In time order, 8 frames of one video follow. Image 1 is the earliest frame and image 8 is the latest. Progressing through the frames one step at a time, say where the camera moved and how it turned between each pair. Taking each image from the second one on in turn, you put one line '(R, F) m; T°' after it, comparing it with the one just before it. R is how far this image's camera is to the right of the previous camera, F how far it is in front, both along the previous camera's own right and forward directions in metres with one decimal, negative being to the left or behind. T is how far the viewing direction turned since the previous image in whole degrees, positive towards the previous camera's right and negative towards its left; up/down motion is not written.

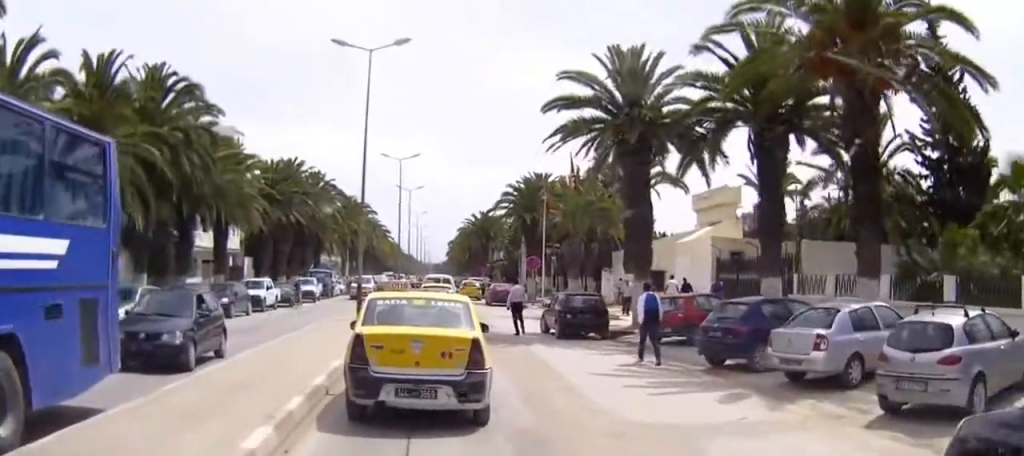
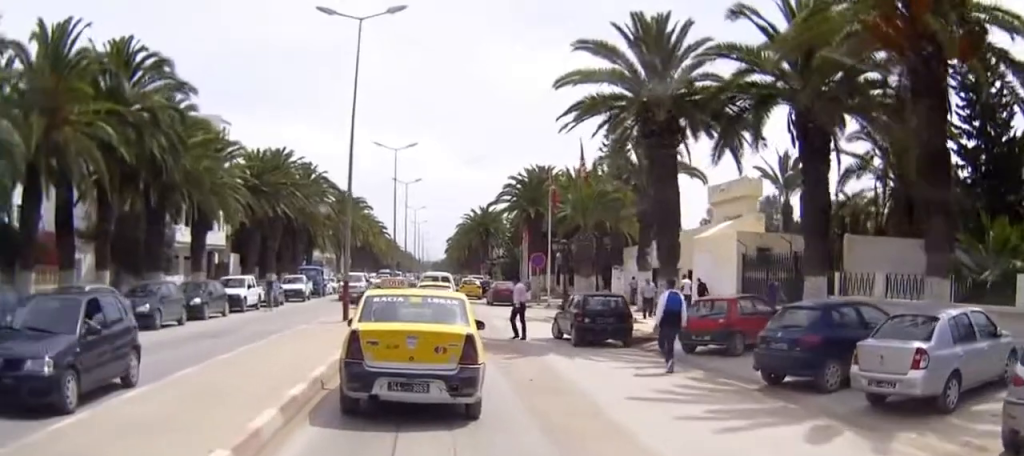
(0.0, +3.0) m; 0°
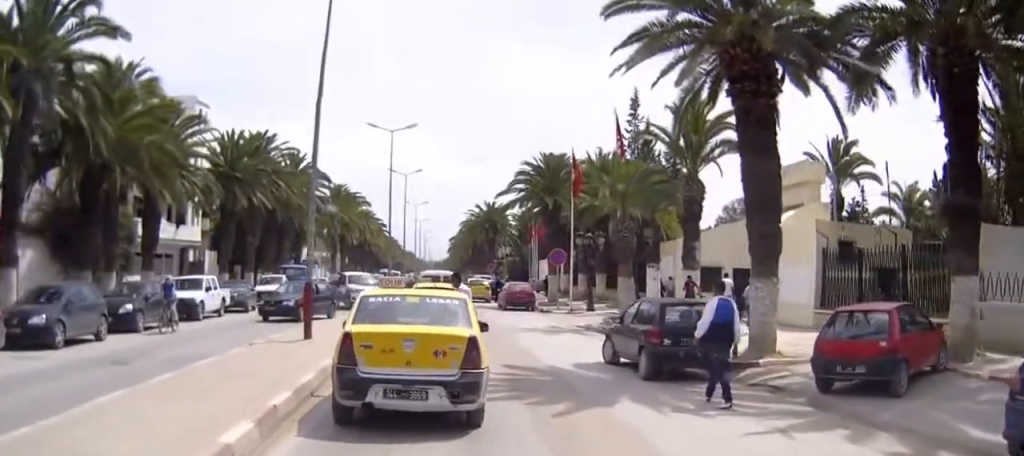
(0.0, +6.3) m; 0°
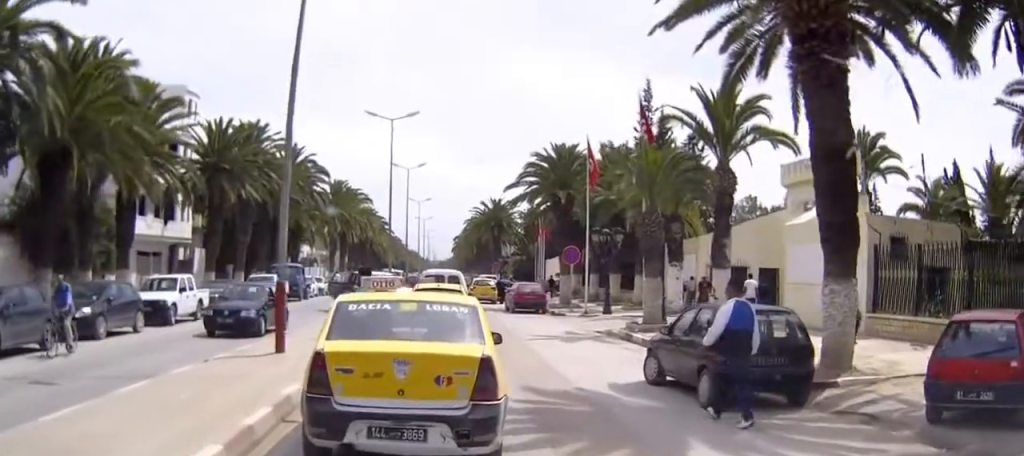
(0.0, +2.4) m; 0°
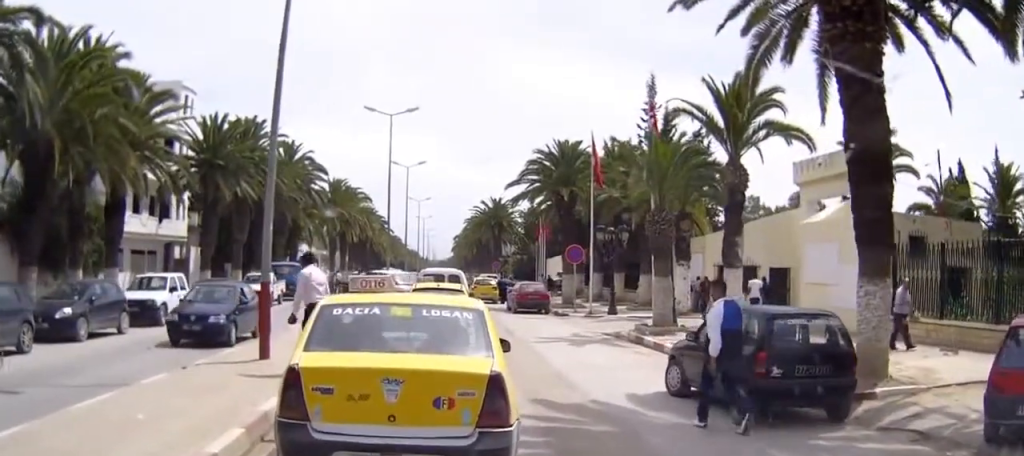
(0.0, +0.9) m; 0°
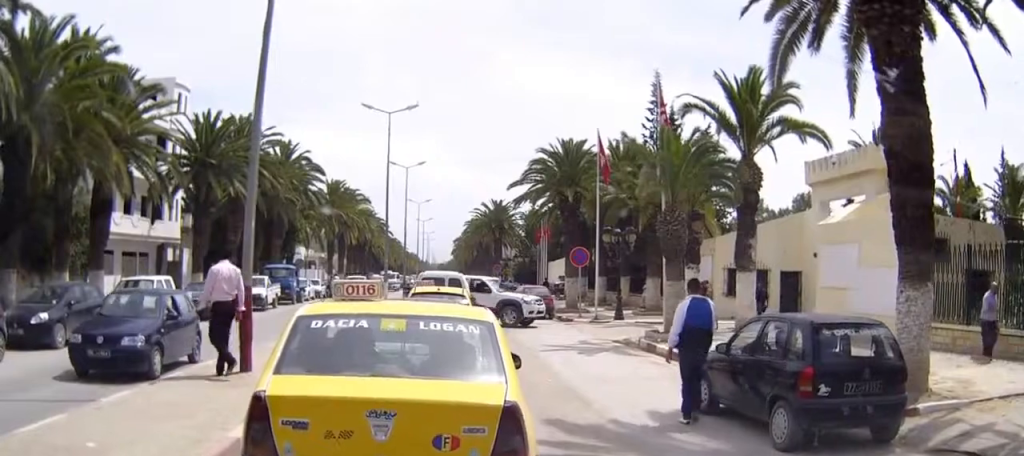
(+0.1, +0.9) m; 0°
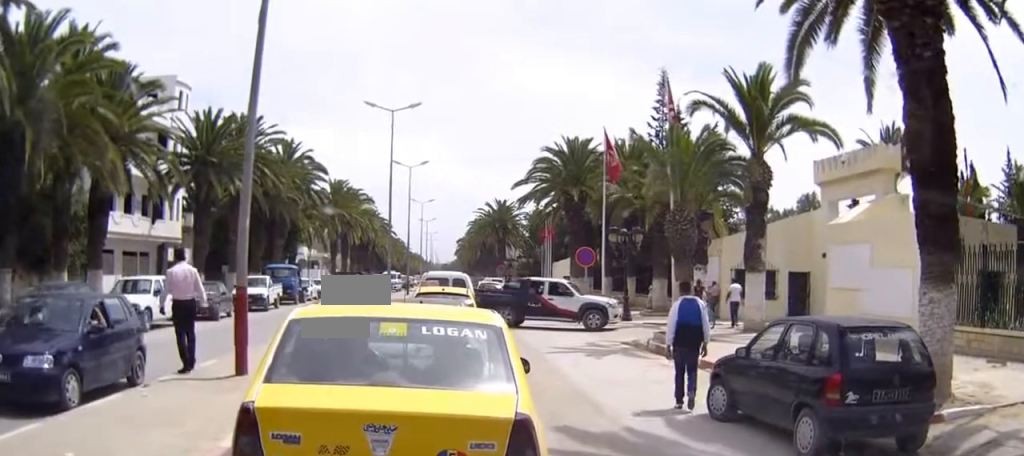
(0.0, +0.6) m; 0°
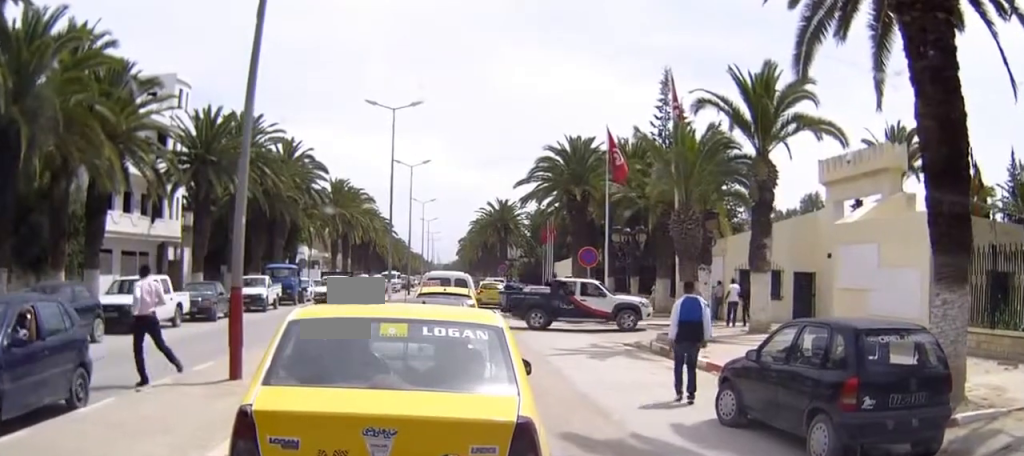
(0.0, +0.3) m; 0°
